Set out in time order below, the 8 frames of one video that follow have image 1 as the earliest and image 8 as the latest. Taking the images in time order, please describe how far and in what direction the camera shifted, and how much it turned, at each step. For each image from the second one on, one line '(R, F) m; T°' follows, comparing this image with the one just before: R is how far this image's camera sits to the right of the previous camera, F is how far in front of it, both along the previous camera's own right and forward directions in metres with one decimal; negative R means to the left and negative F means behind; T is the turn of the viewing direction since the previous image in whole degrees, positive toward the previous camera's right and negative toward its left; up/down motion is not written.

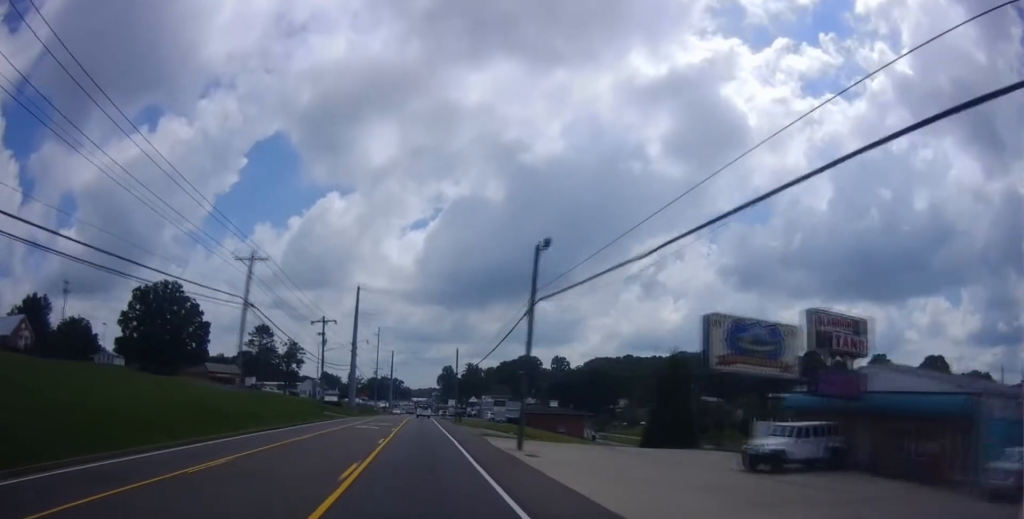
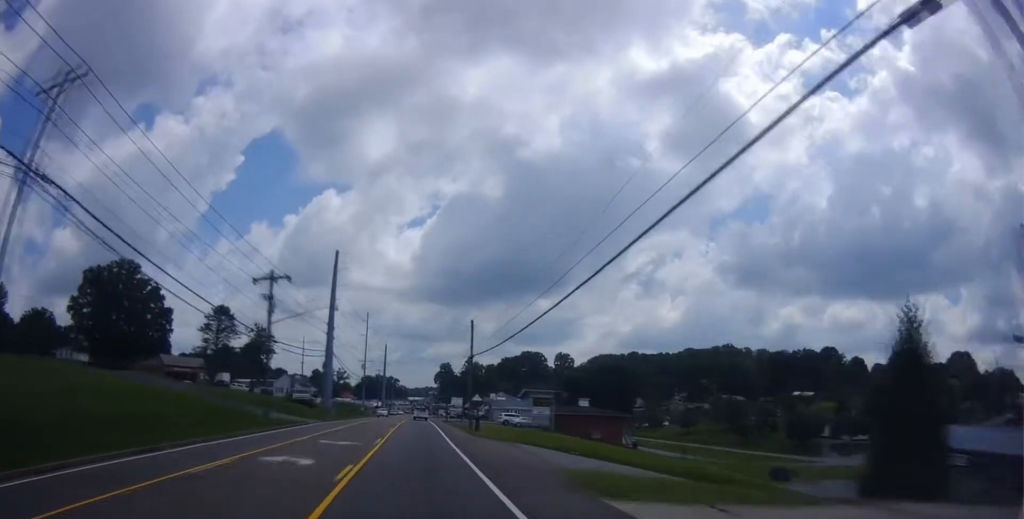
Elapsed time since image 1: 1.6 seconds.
(+0.3, +24.3) m; +1°
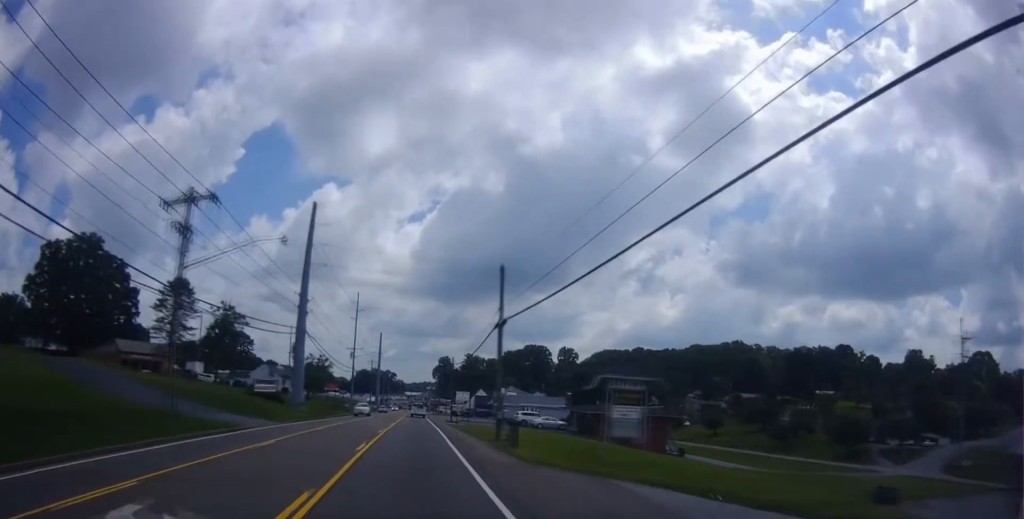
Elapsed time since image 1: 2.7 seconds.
(+0.1, +17.5) m; 0°
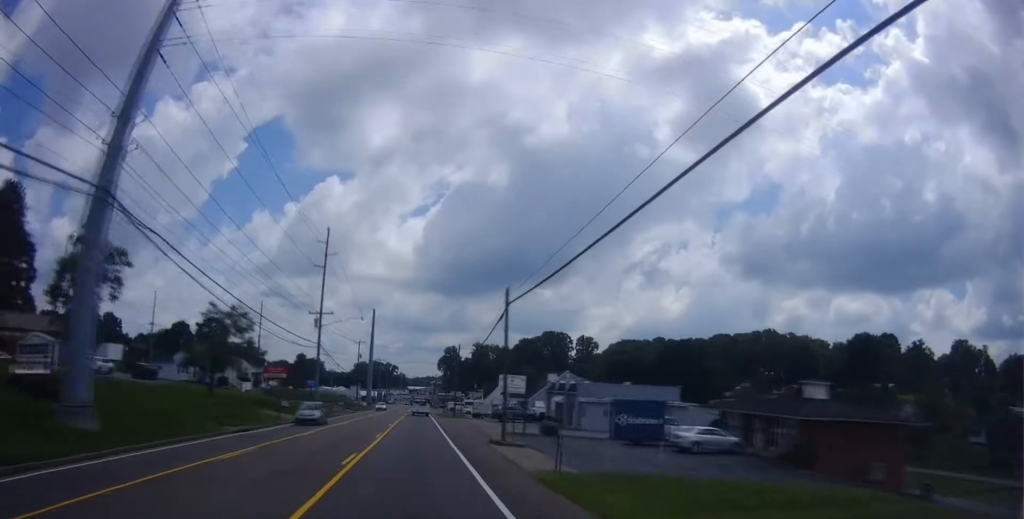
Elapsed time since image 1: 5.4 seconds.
(-0.1, +41.5) m; -1°
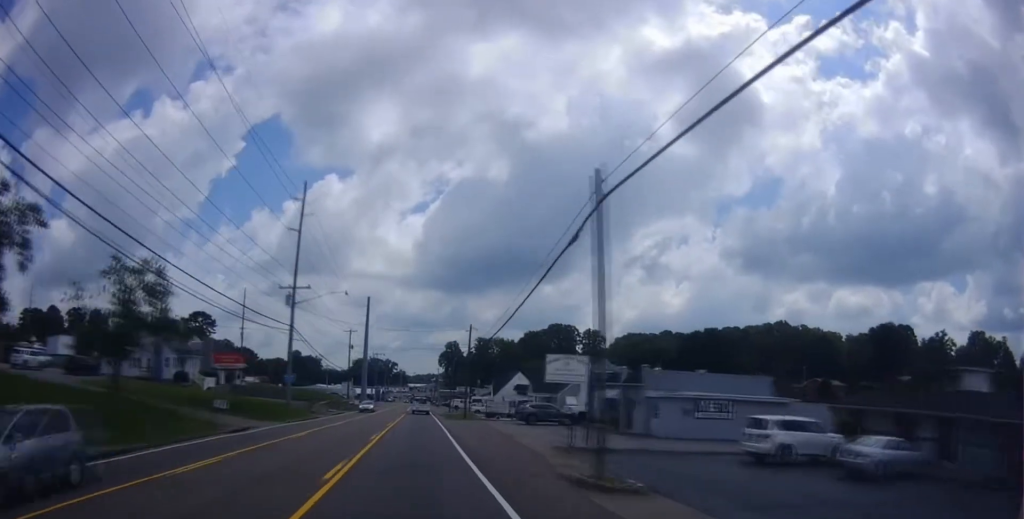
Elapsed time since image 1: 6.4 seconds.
(-0.2, +15.7) m; 0°
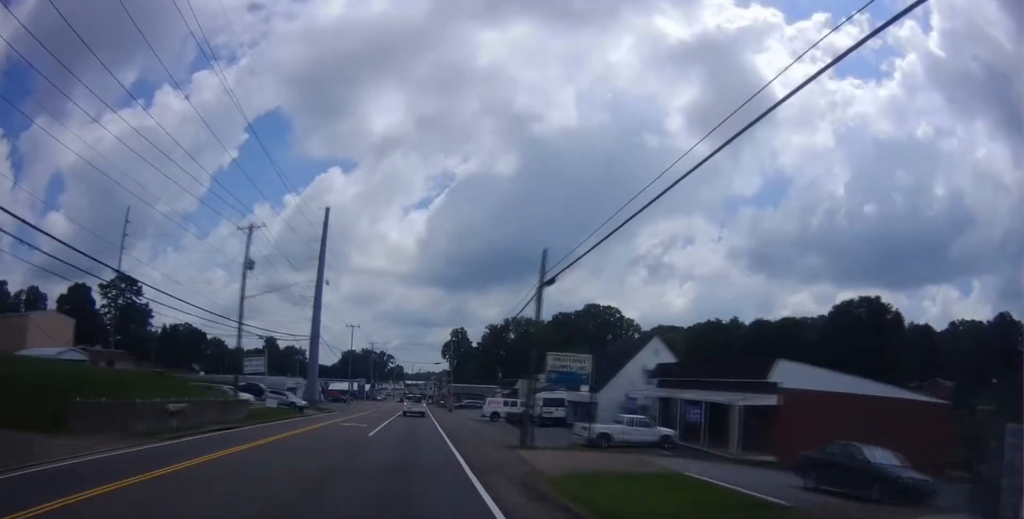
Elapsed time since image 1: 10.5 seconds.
(-0.2, +58.5) m; -1°
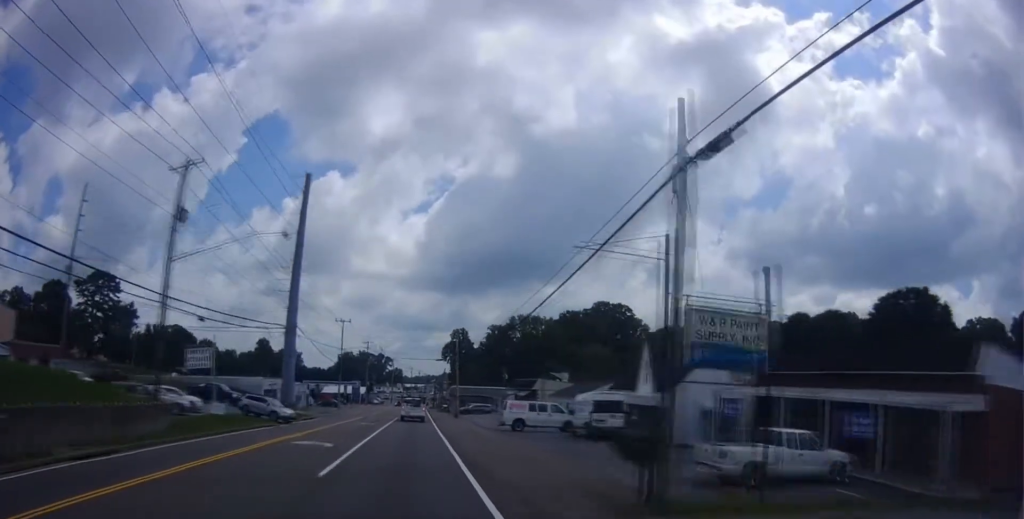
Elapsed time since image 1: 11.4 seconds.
(0.0, +11.7) m; +1°
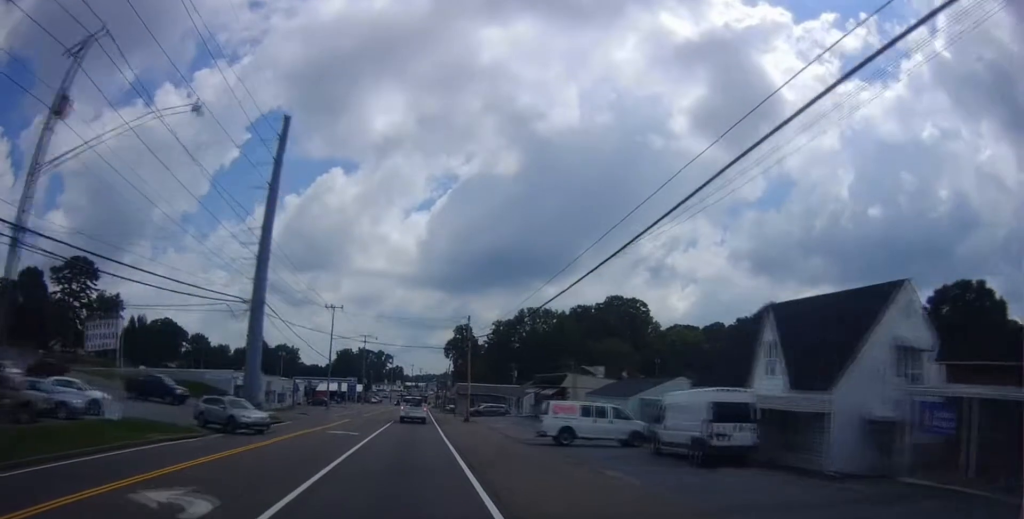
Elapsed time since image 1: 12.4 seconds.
(0.0, +11.9) m; 0°
